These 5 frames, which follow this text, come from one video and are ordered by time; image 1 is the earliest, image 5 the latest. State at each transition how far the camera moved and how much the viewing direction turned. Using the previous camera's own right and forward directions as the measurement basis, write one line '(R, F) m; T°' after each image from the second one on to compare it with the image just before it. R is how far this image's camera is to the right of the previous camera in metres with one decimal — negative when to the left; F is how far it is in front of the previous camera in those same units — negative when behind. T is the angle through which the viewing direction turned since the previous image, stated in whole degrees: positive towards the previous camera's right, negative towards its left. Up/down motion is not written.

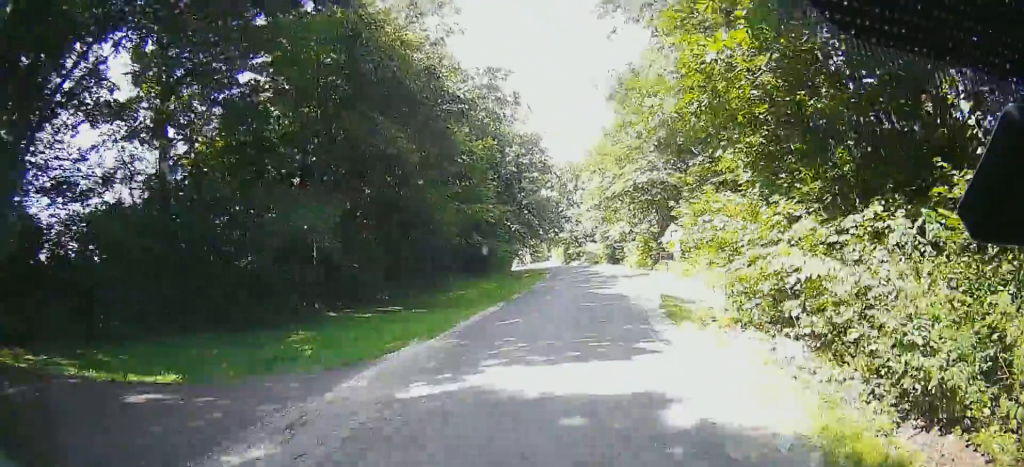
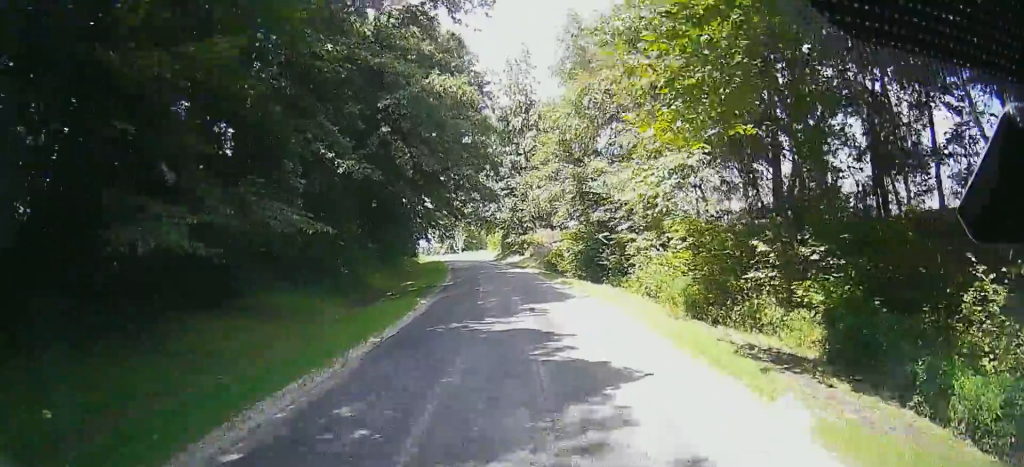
(+3.2, +43.3) m; +6°
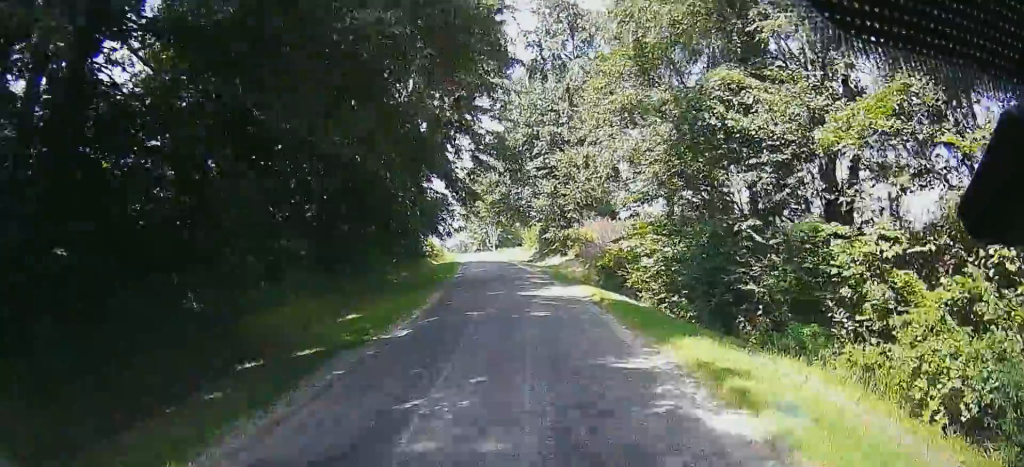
(-0.7, +18.0) m; -3°
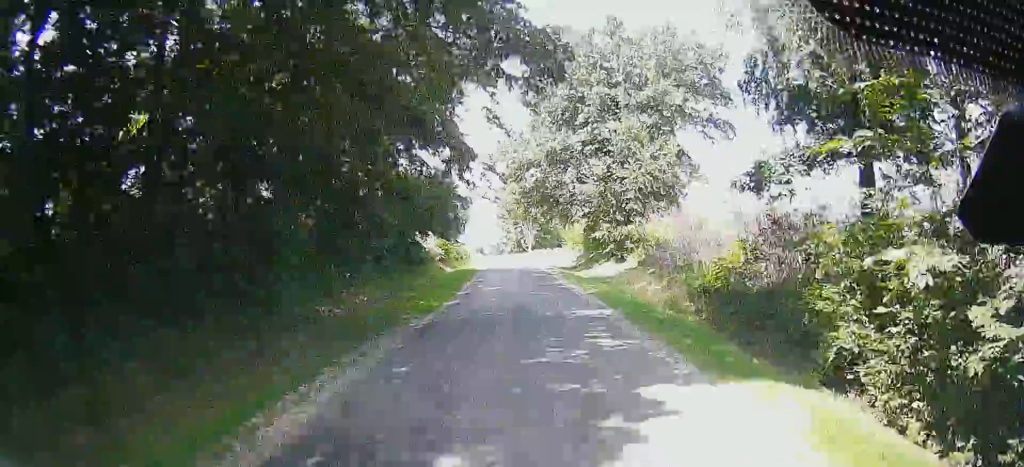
(-0.6, +15.2) m; -6°
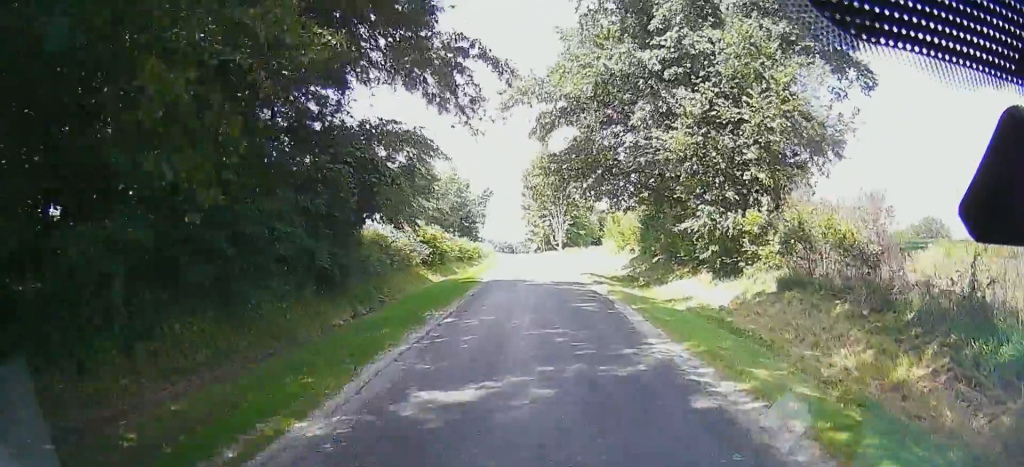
(-1.0, +17.1) m; -7°
